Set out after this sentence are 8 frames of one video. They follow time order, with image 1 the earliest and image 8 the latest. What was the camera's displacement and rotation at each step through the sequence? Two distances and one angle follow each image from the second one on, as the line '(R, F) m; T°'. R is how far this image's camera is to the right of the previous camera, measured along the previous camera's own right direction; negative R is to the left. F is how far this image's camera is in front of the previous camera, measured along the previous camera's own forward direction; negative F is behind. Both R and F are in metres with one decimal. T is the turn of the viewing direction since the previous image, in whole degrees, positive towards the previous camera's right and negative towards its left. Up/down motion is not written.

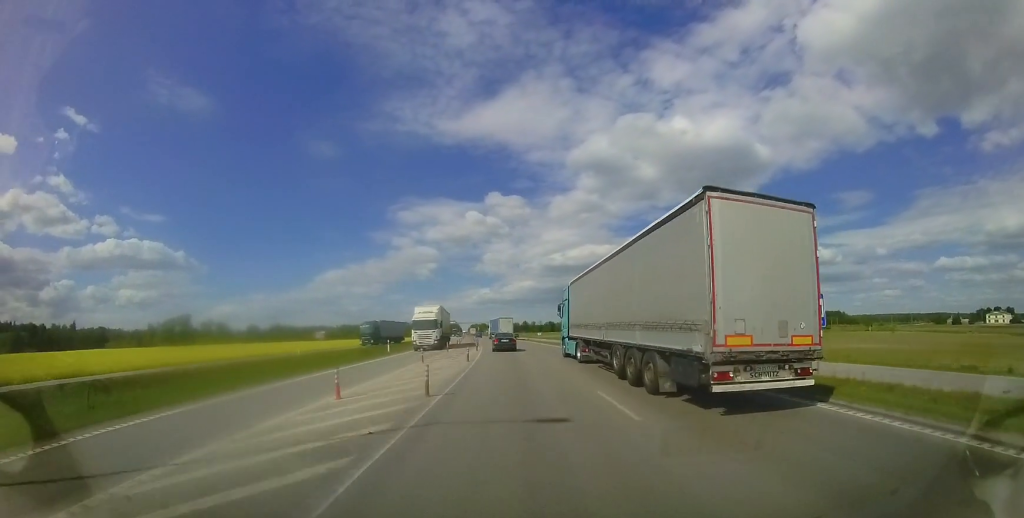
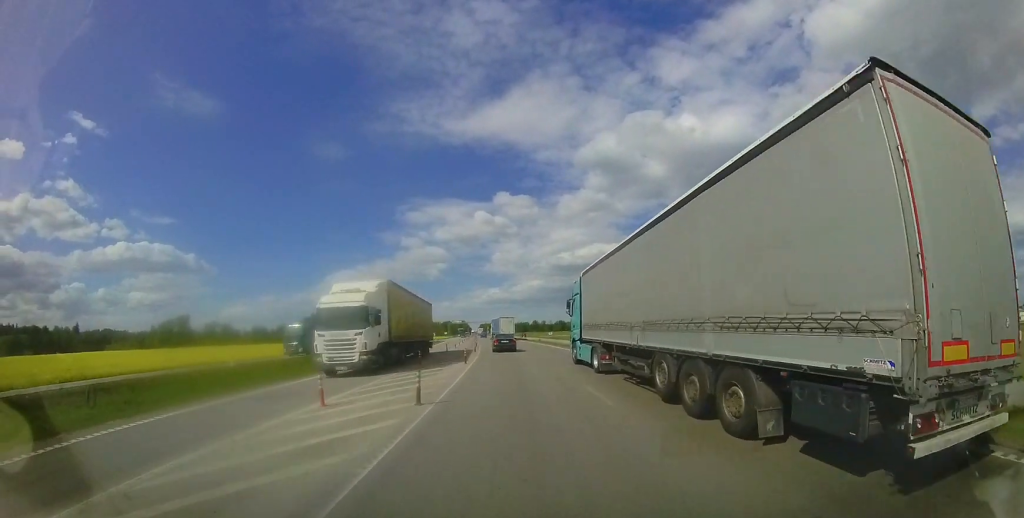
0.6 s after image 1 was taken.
(-0.1, +9.4) m; -1°
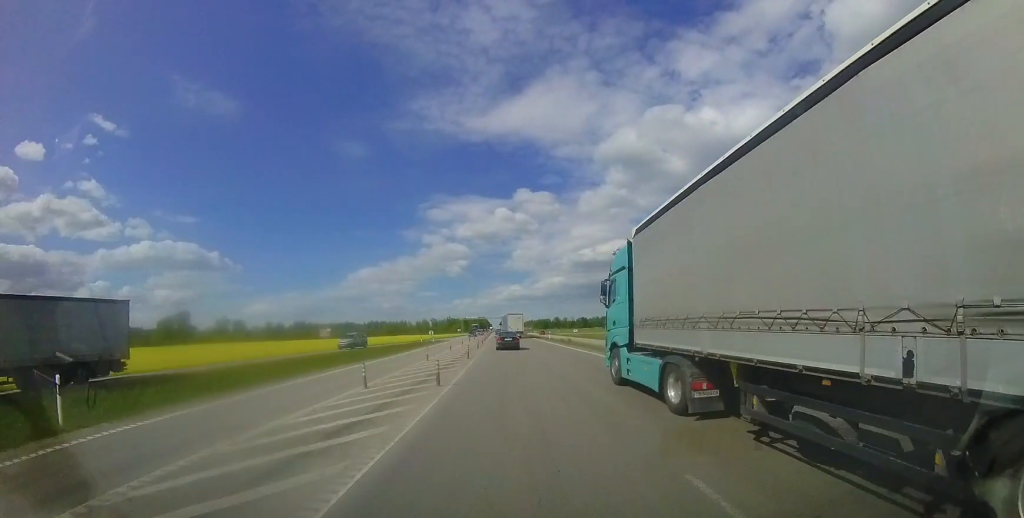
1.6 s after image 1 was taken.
(-0.4, +17.0) m; -3°
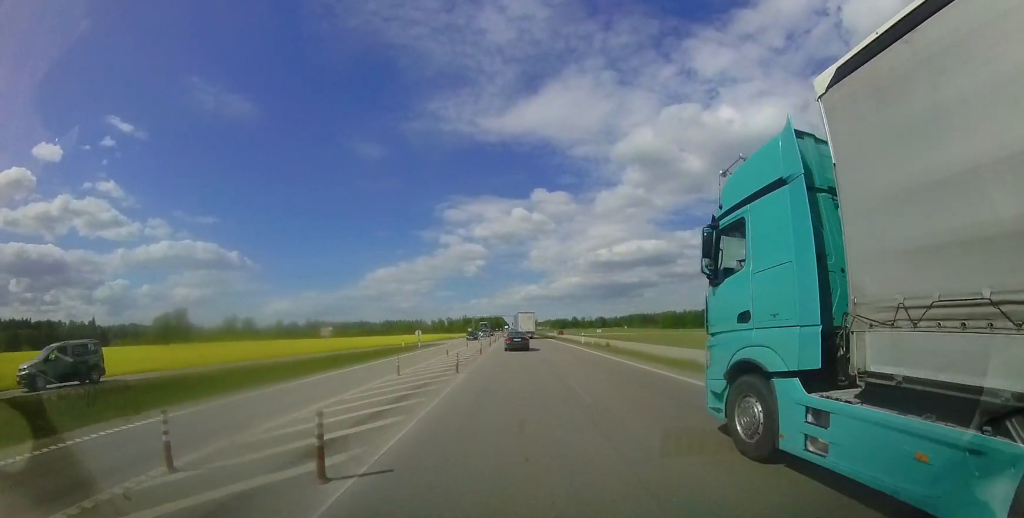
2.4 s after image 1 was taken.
(-0.2, +14.9) m; -2°
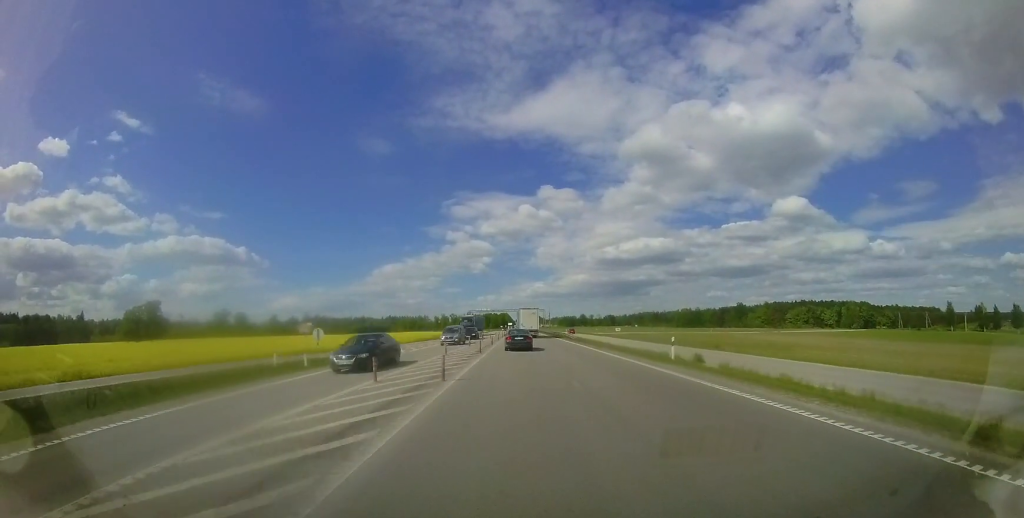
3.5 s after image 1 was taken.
(-0.6, +21.4) m; -2°
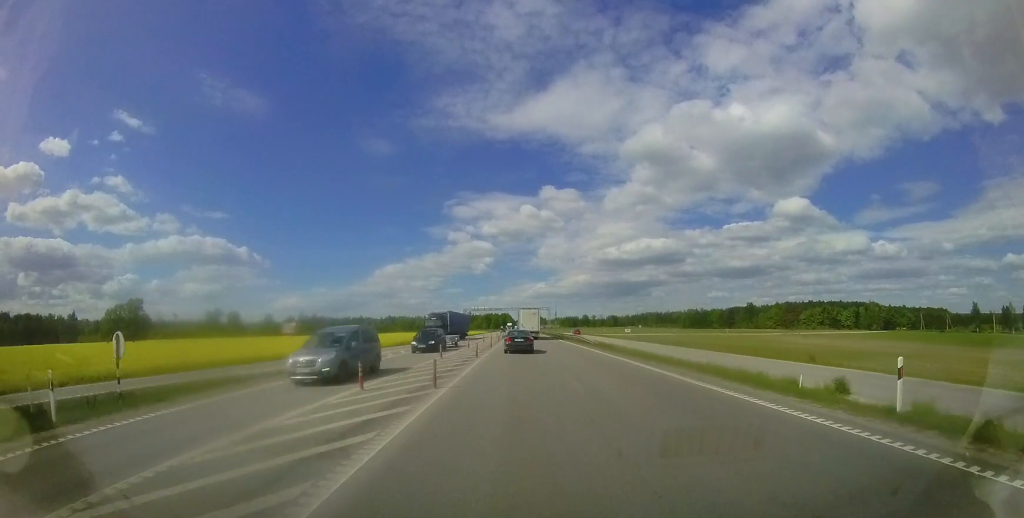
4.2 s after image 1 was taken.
(0.0, +12.2) m; 0°
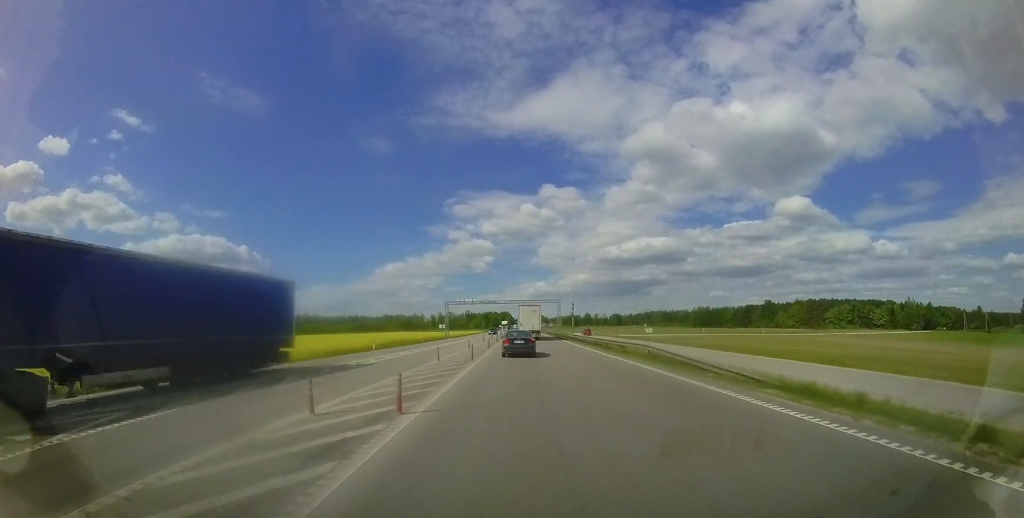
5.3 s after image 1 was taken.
(0.0, +22.8) m; -1°
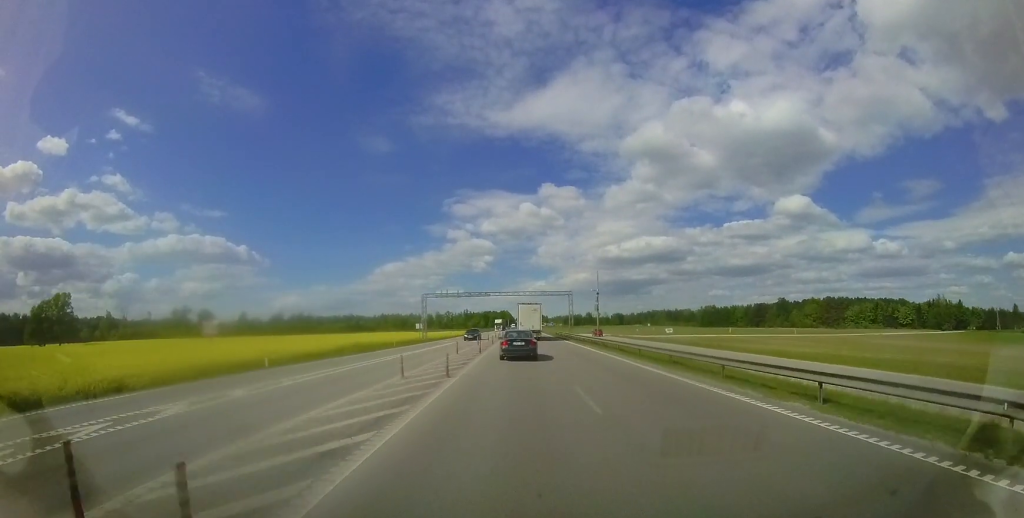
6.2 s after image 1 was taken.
(-0.3, +15.8) m; 0°
